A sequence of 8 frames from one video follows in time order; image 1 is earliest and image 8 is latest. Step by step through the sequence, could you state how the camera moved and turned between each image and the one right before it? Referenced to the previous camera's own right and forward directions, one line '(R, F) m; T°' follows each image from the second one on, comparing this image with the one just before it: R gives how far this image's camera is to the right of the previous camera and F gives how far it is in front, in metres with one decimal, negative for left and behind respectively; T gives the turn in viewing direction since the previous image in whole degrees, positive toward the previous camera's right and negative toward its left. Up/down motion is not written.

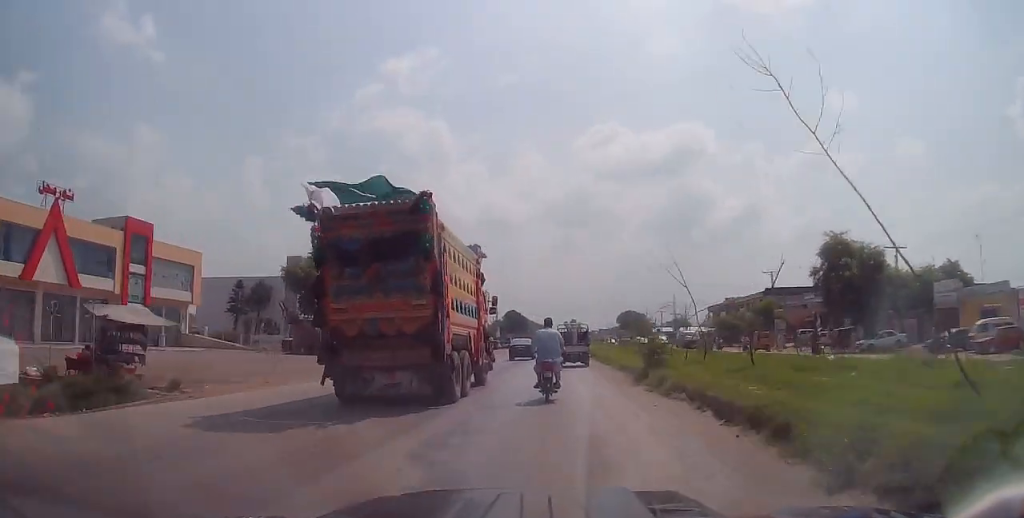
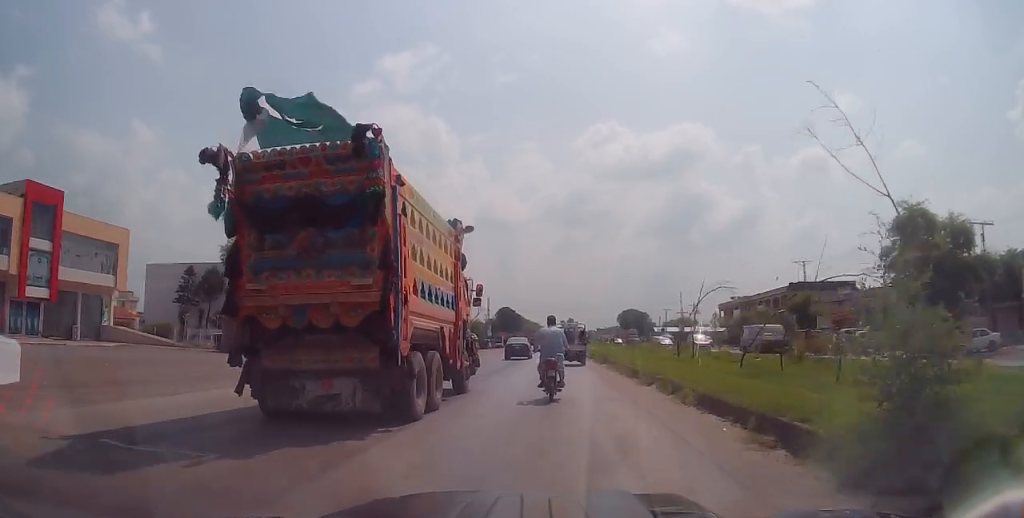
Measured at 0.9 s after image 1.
(-0.2, +12.0) m; 0°
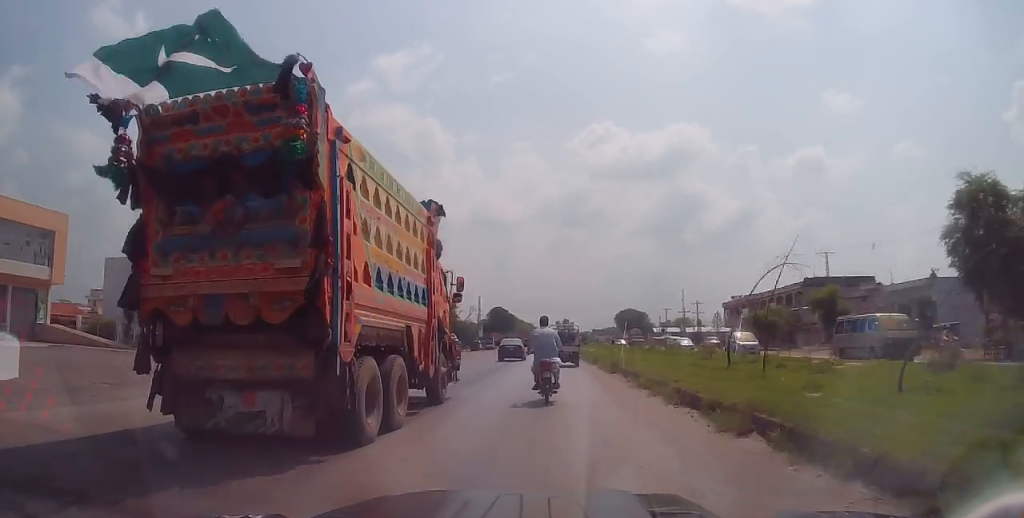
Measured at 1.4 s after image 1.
(+0.2, +7.6) m; 0°
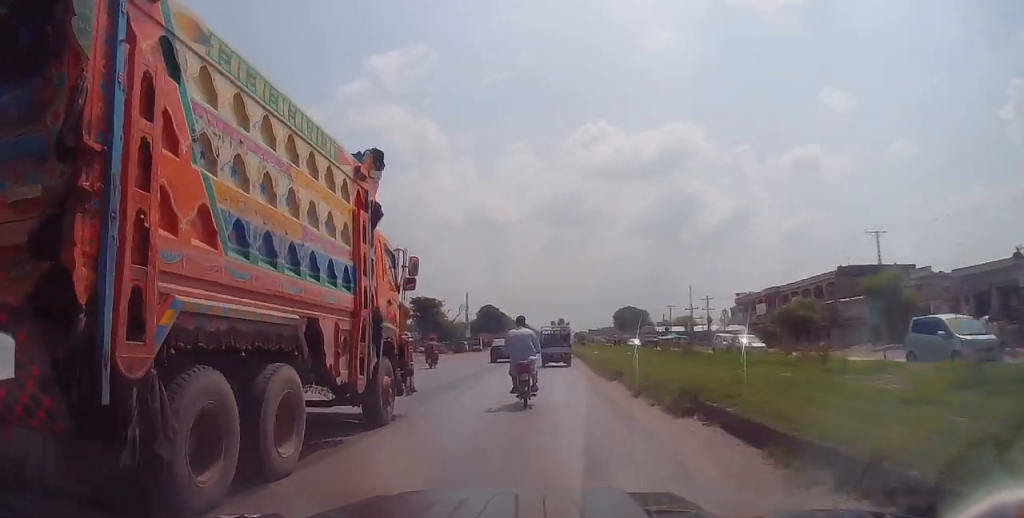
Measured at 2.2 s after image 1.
(-0.1, +11.9) m; 0°
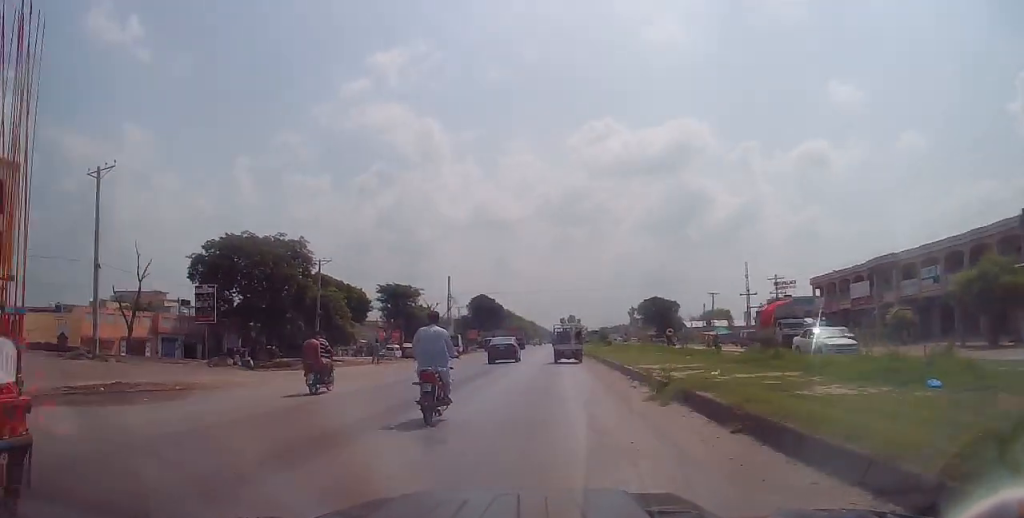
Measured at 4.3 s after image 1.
(-0.1, +30.5) m; -2°
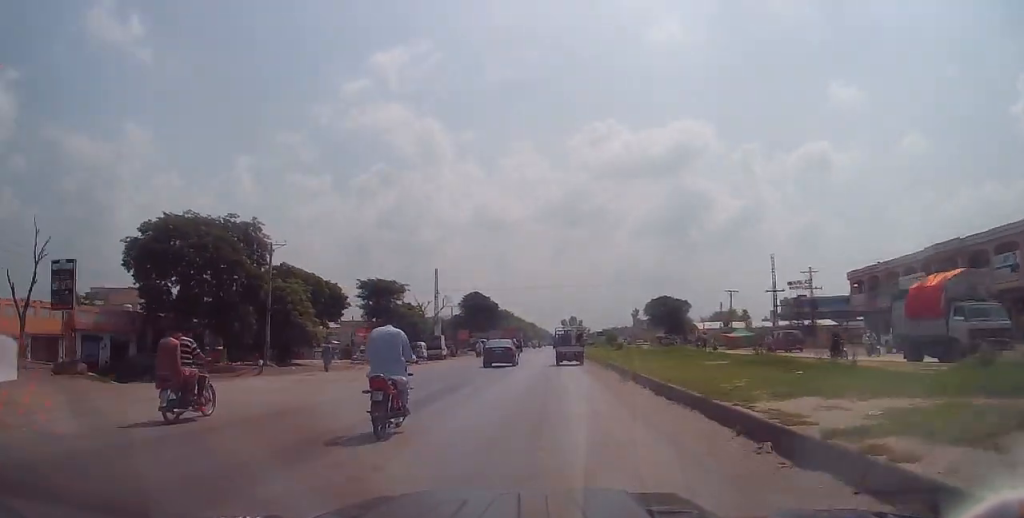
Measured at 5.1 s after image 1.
(-0.2, +10.9) m; 0°
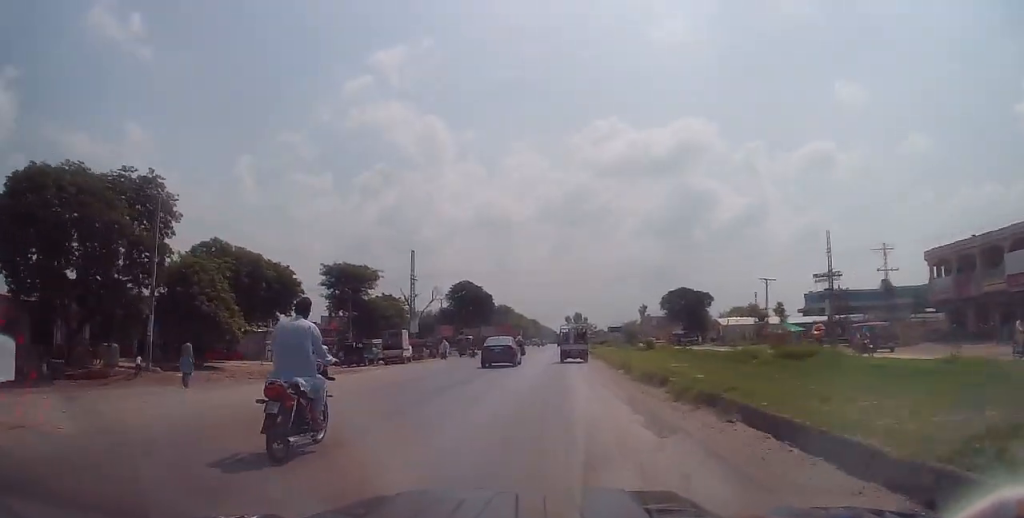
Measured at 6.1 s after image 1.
(+0.2, +15.9) m; +1°
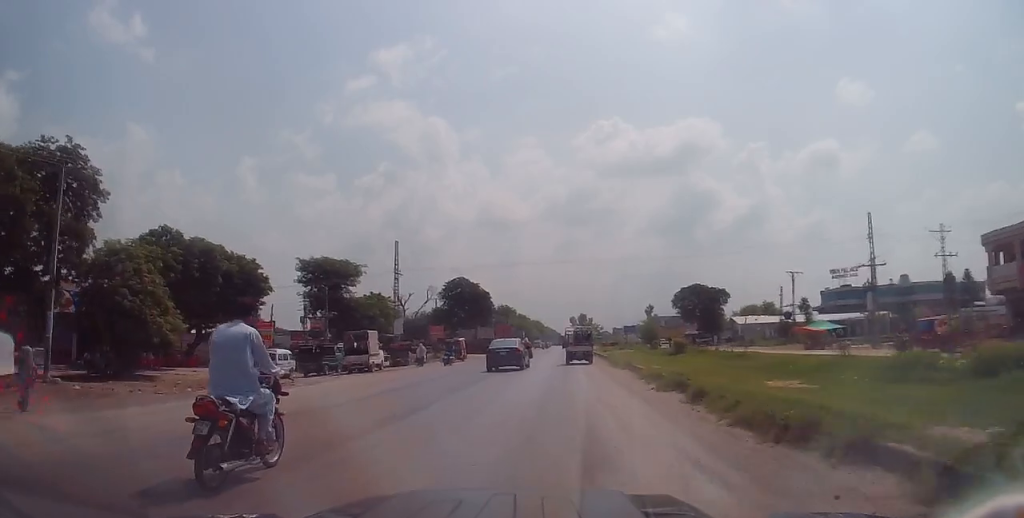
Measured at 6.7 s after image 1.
(+0.3, +8.4) m; 0°
